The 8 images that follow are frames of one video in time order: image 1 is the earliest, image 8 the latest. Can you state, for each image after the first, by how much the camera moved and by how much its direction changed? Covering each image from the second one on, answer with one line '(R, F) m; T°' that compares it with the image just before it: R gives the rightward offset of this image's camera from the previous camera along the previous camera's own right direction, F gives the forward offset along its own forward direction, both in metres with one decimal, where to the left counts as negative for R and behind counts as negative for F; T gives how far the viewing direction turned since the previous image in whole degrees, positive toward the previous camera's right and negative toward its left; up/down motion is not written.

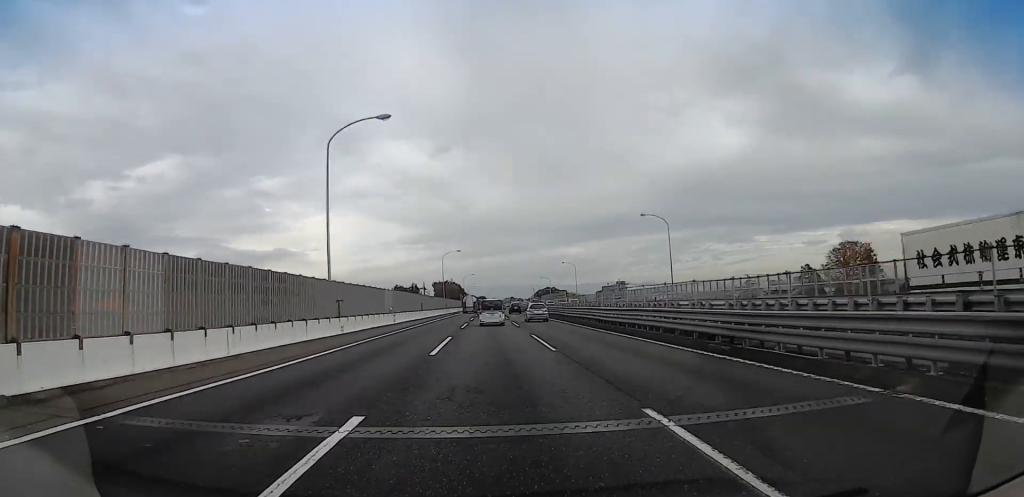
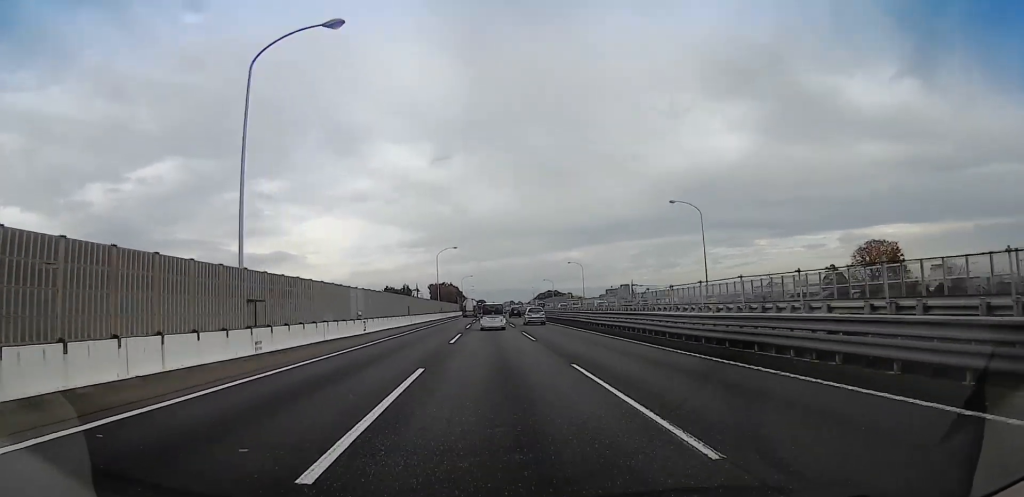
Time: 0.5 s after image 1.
(+0.4, +12.7) m; 0°
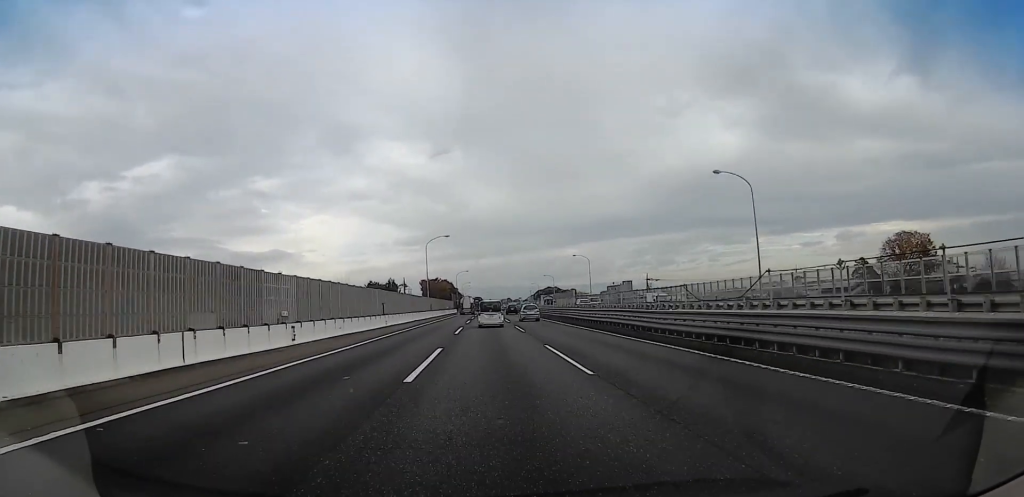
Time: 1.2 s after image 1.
(-0.9, +14.9) m; 0°
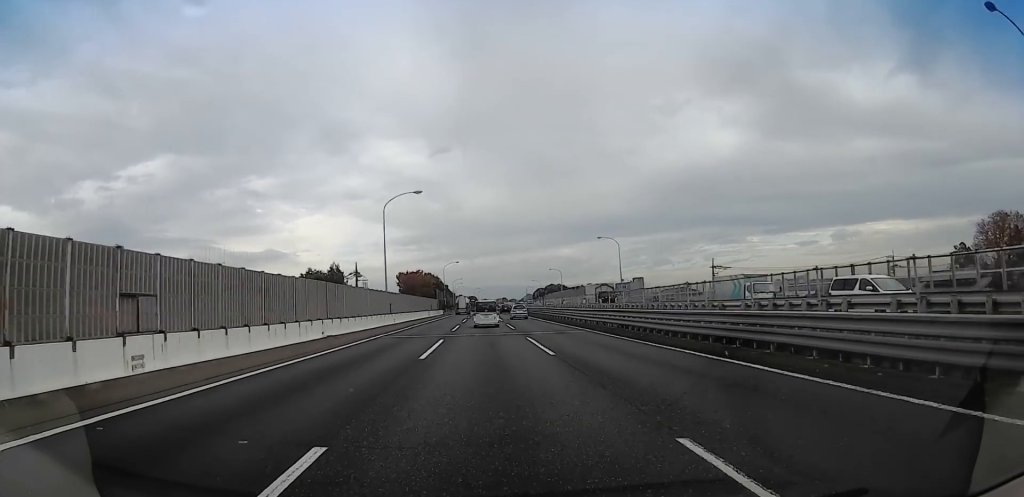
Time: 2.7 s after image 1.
(+0.7, +36.1) m; 0°
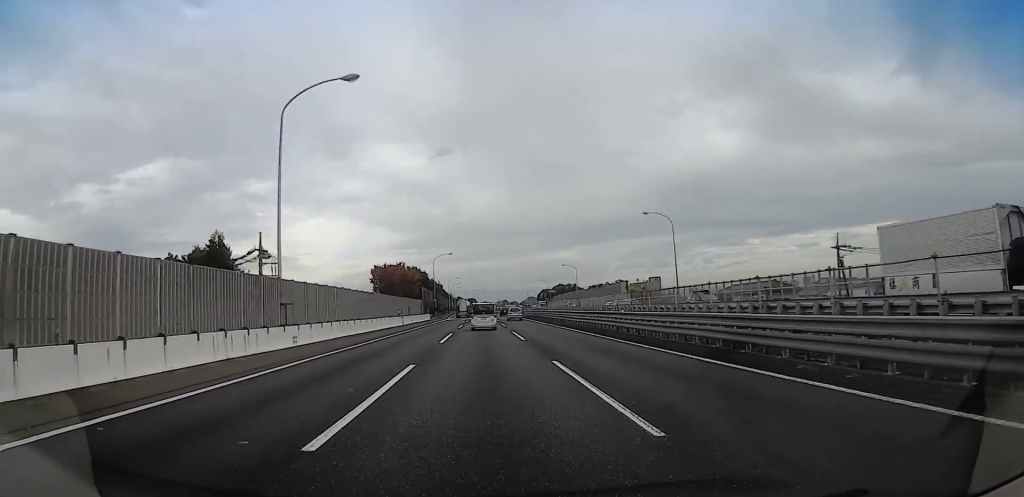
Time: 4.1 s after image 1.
(+0.1, +30.1) m; 0°
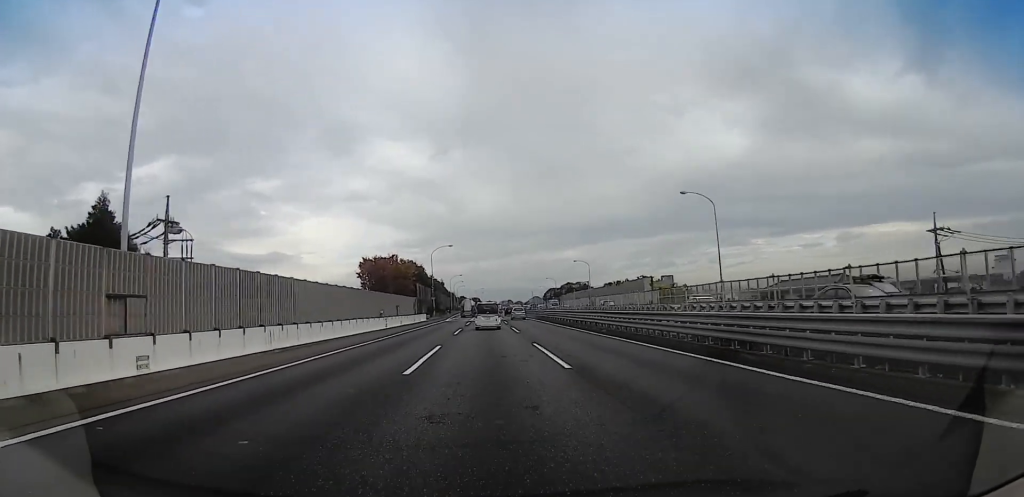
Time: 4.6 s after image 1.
(+0.1, +12.7) m; 0°
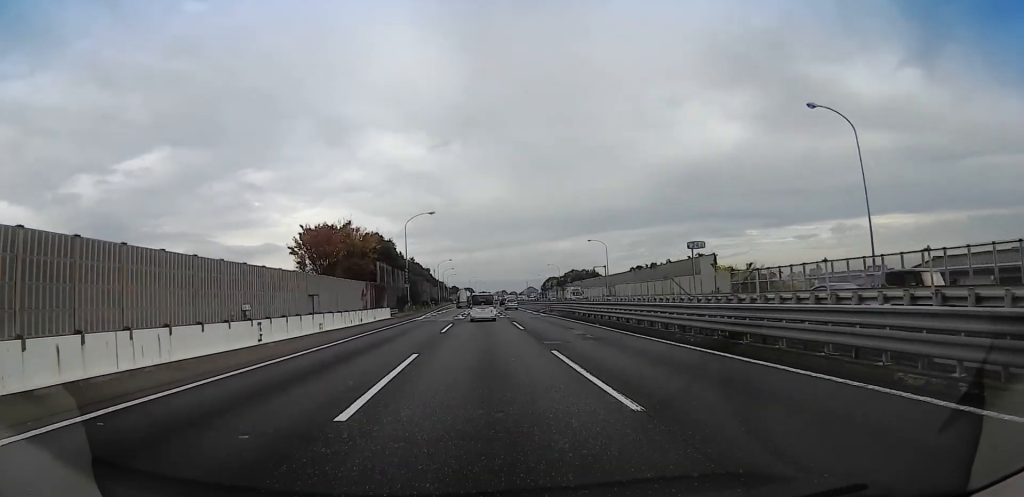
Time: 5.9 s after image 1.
(-0.4, +27.3) m; 0°
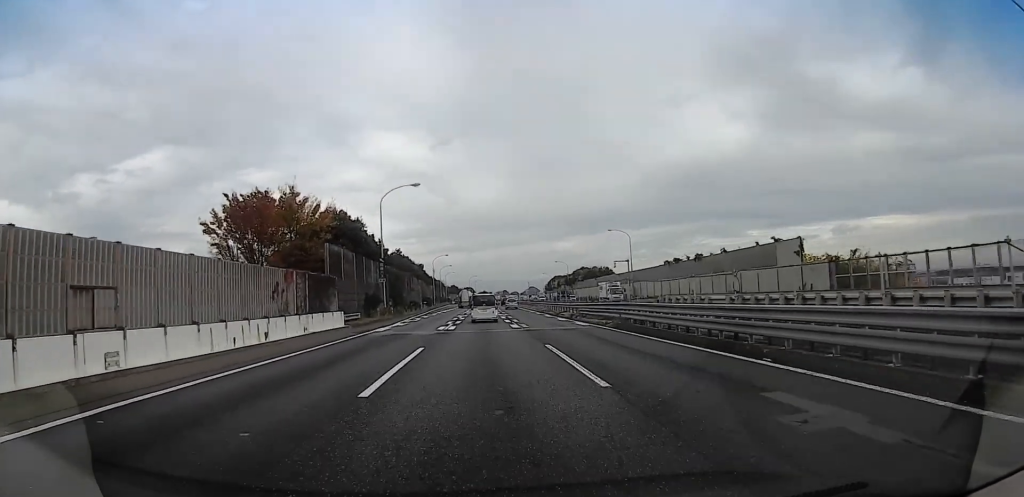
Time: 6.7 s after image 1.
(+0.3, +18.3) m; 0°
